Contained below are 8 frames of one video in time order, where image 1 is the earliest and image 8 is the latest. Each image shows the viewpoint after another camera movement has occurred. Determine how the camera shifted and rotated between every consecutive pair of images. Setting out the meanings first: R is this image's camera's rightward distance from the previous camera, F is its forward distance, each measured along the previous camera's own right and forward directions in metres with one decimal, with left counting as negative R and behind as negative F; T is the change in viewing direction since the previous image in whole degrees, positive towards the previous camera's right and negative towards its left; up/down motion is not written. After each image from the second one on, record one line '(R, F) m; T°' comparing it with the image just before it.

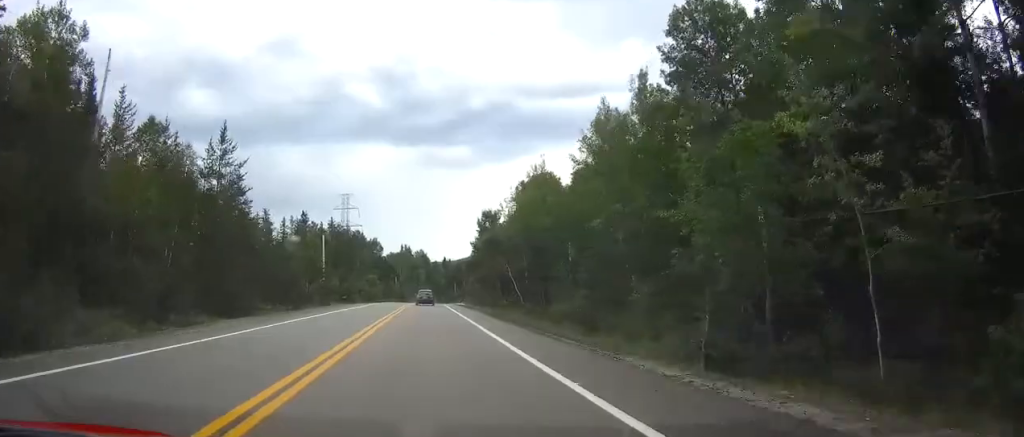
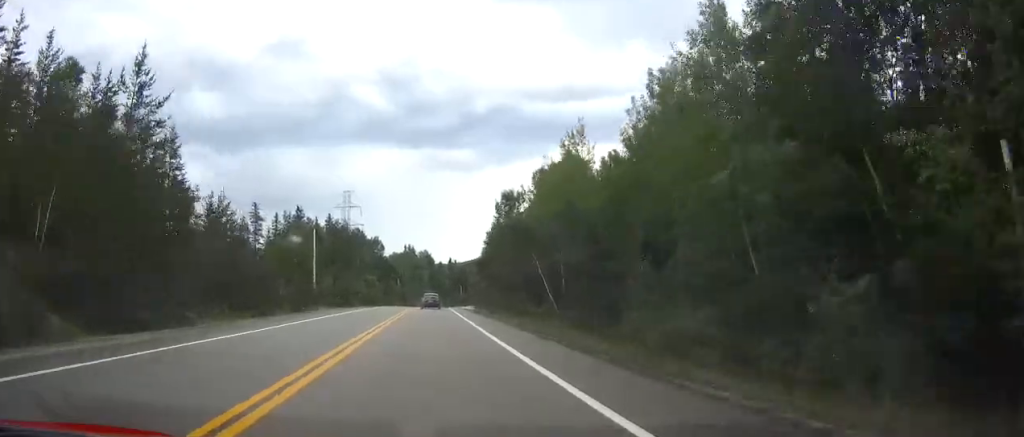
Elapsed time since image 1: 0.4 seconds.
(0.0, +13.0) m; 0°
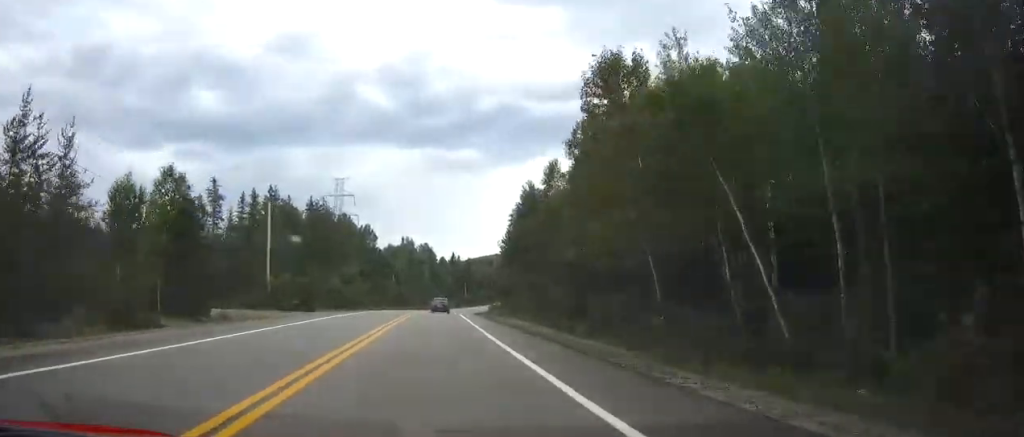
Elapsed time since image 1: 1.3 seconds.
(-0.2, +28.0) m; 0°
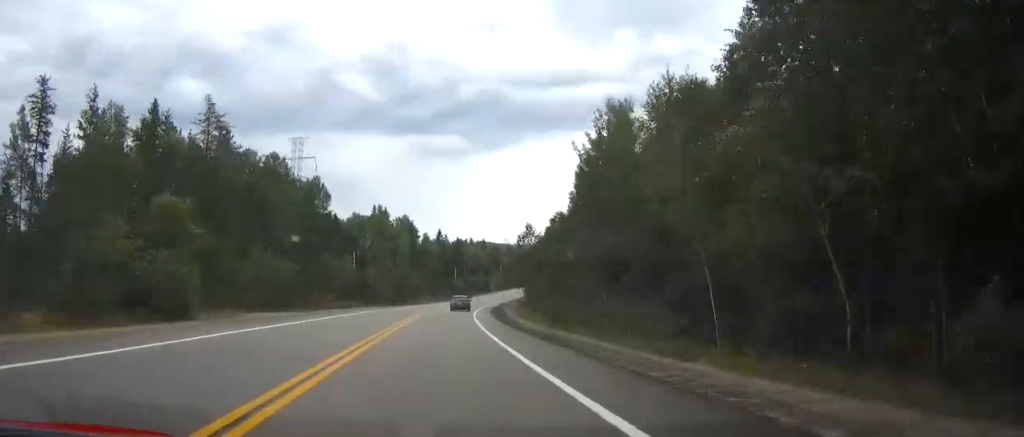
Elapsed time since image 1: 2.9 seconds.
(+0.2, +52.0) m; +1°
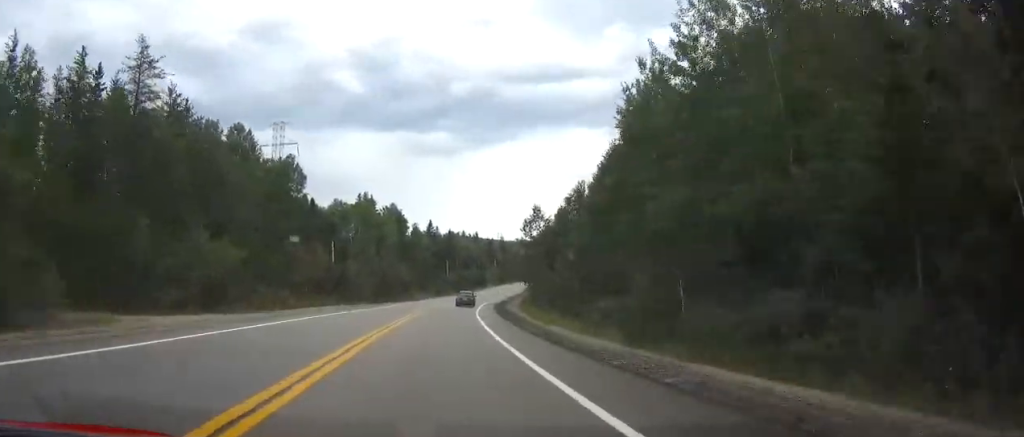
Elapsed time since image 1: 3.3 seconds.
(+0.1, +13.7) m; 0°
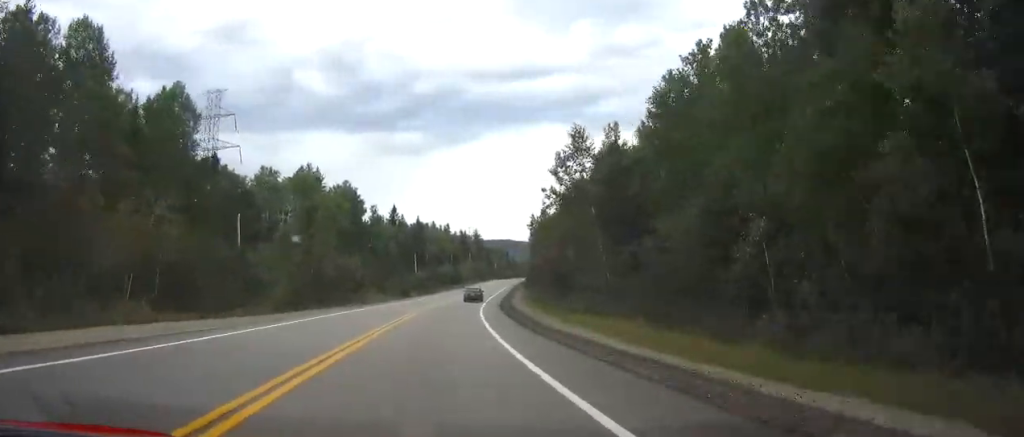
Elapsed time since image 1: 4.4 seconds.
(+0.1, +33.5) m; +2°
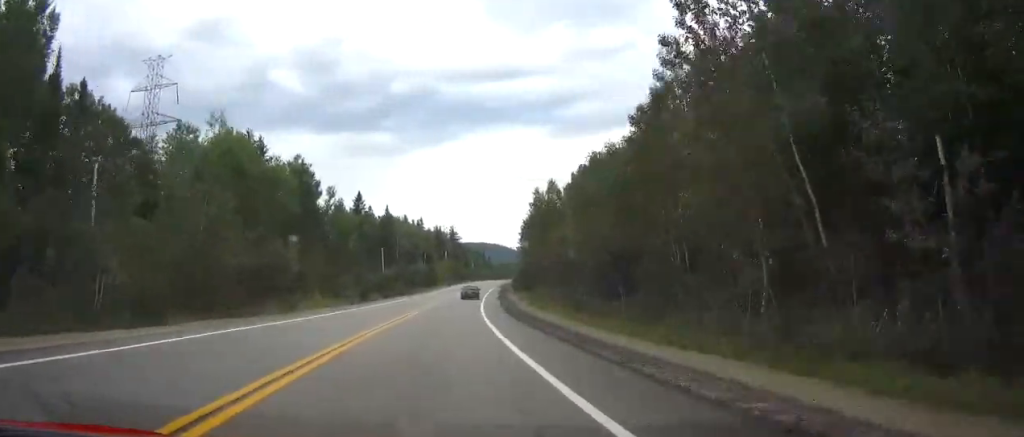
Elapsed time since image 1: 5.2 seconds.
(+0.7, +24.0) m; +3°
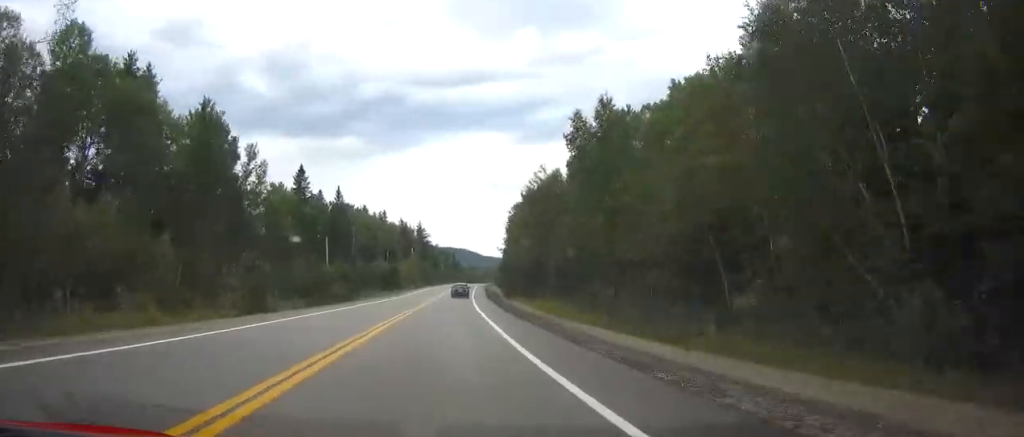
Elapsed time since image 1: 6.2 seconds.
(+0.9, +31.1) m; +3°
